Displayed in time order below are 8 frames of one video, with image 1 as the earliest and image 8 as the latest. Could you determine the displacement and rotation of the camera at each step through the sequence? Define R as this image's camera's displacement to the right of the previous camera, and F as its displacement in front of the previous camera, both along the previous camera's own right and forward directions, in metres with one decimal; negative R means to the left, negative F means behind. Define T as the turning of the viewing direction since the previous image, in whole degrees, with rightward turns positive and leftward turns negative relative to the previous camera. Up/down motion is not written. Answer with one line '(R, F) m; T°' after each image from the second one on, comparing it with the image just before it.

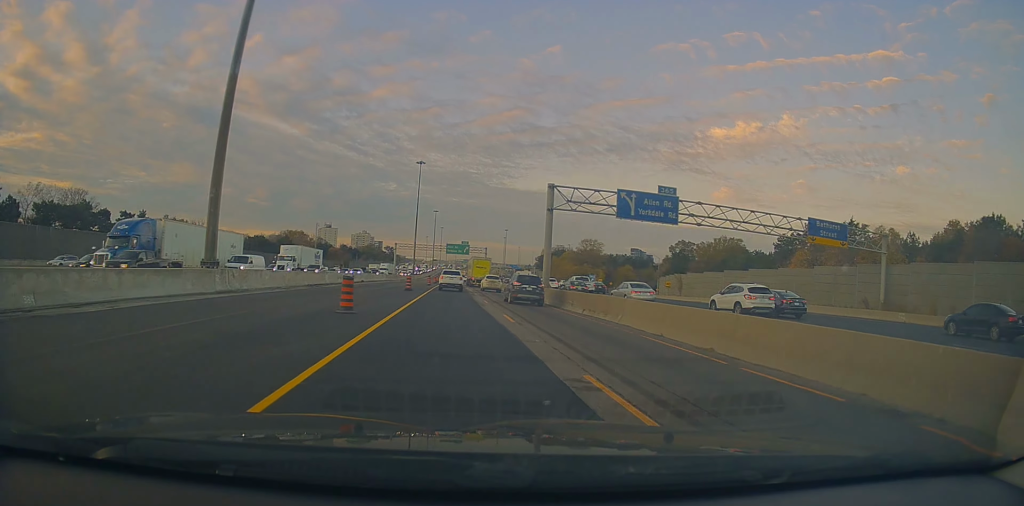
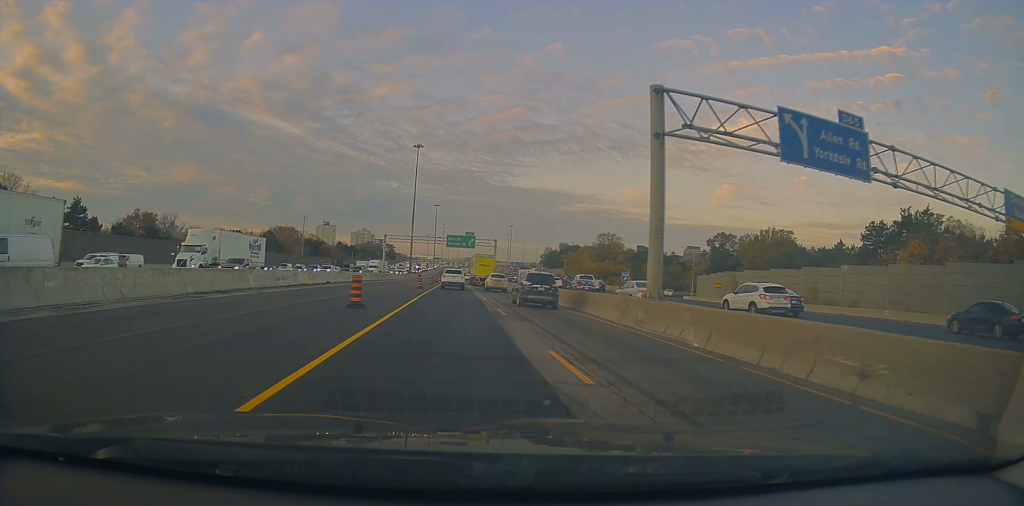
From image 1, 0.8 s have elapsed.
(+0.1, +21.6) m; 0°
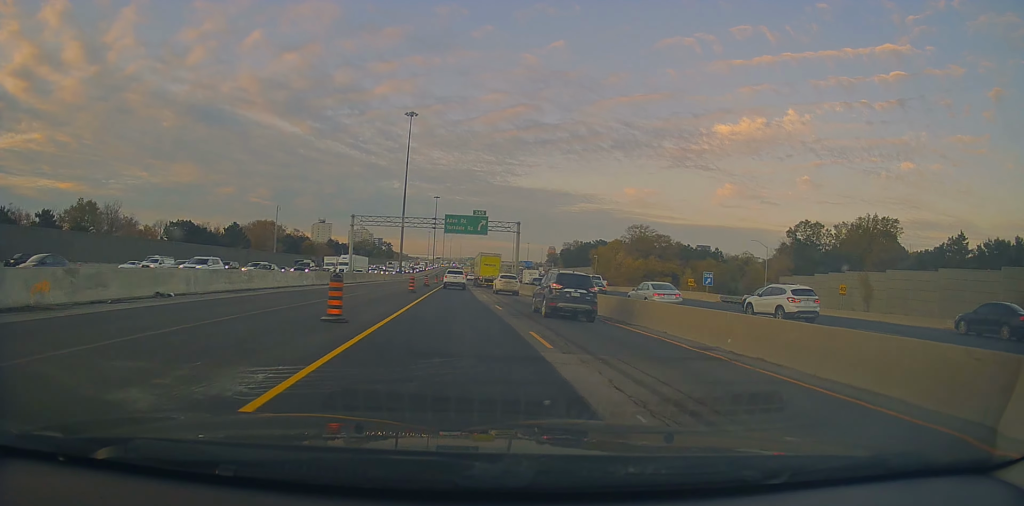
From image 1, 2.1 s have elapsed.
(-0.2, +32.4) m; -1°
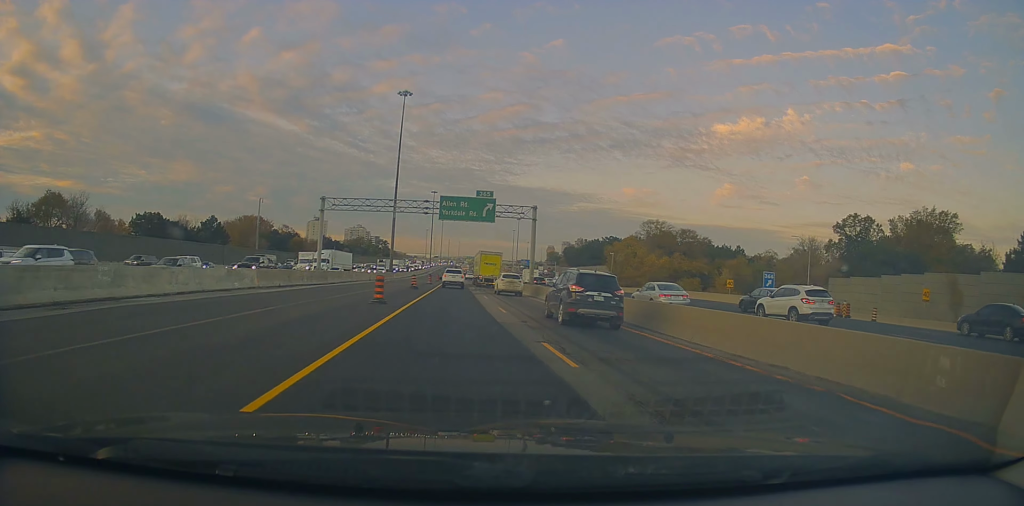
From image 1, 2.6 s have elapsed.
(-0.1, +14.3) m; 0°
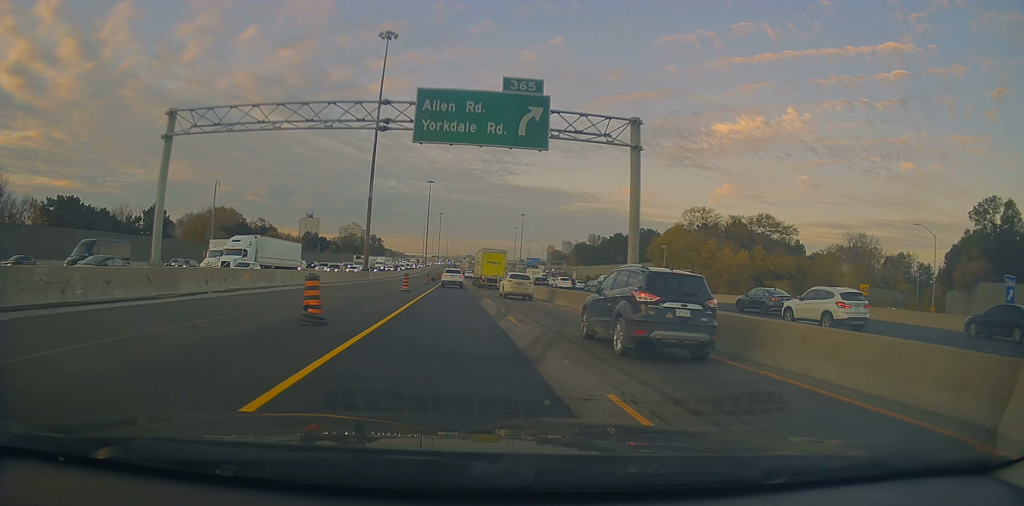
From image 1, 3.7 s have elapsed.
(+0.2, +29.0) m; +1°
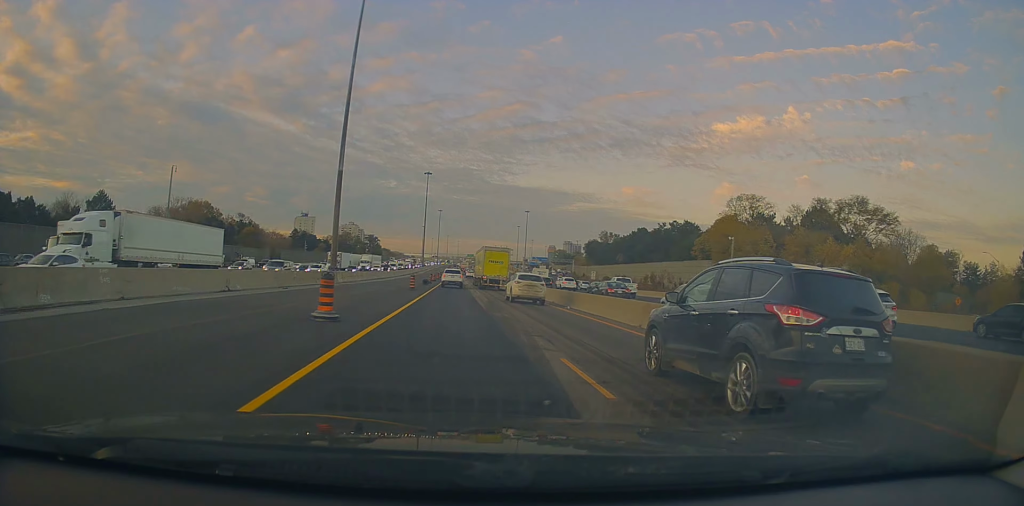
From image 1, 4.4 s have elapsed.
(+0.3, +21.1) m; 0°
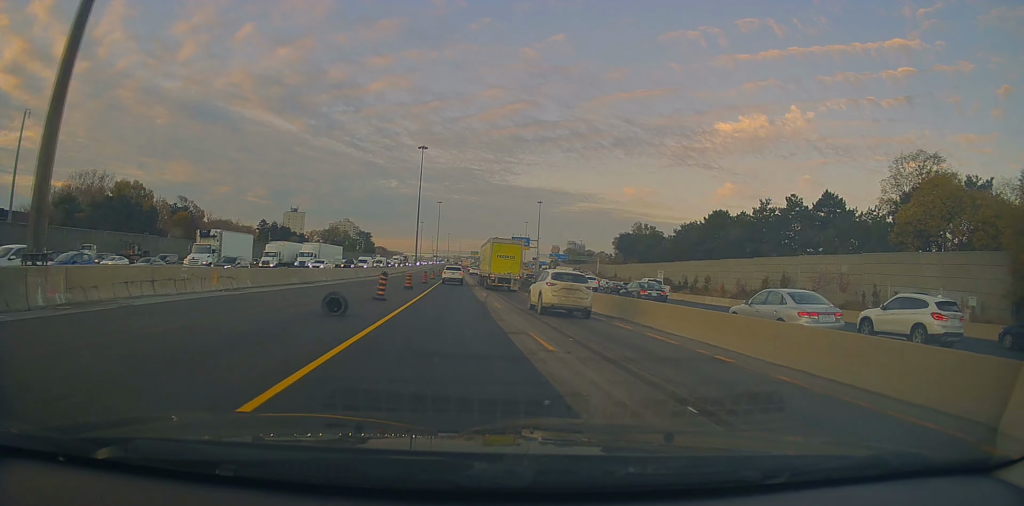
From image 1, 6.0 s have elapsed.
(-0.8, +44.2) m; -1°
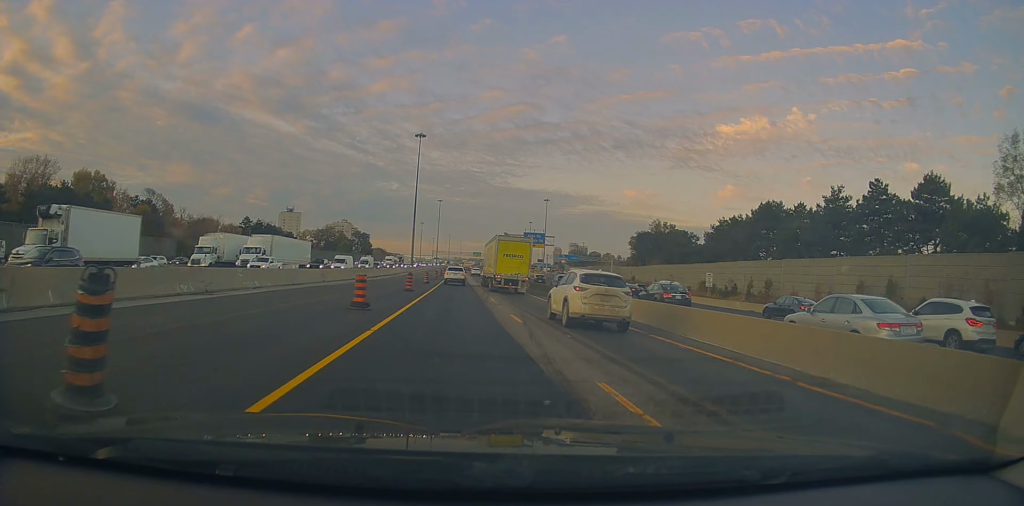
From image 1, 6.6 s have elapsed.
(0.0, +18.1) m; 0°
